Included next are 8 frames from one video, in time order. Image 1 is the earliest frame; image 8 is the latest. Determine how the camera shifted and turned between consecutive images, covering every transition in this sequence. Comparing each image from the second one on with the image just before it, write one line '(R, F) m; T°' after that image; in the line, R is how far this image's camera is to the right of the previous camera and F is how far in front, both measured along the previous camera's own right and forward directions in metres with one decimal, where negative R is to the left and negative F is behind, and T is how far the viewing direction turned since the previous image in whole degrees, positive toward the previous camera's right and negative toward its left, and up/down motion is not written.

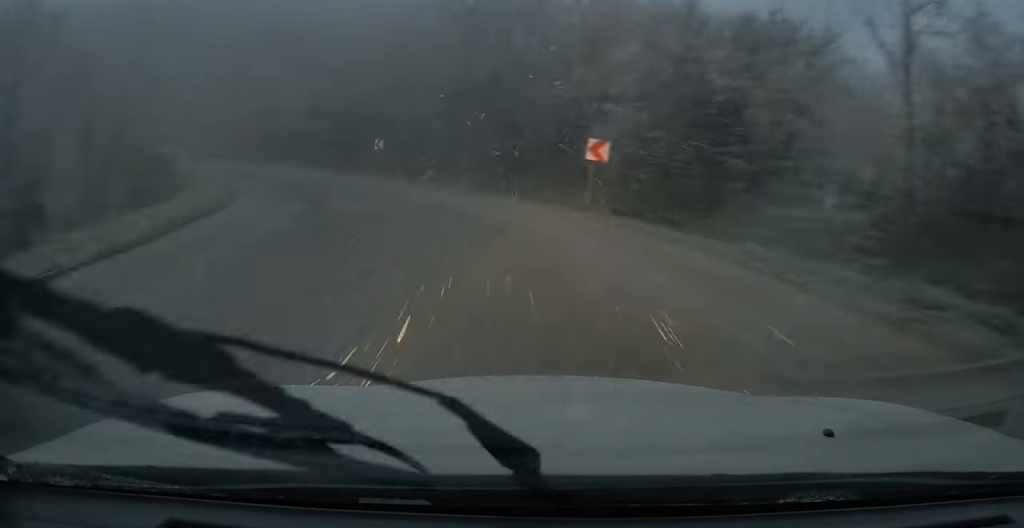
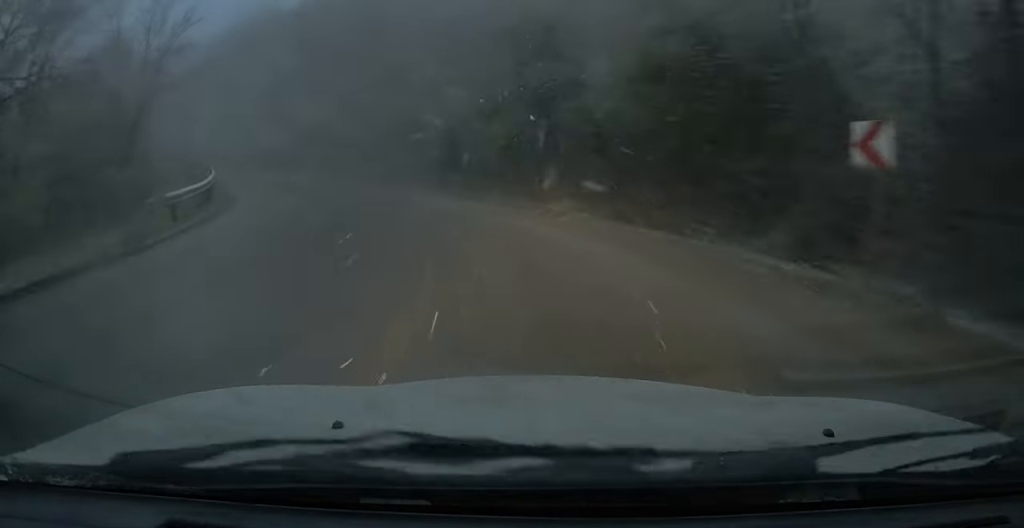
(-10.2, +26.4) m; -37°
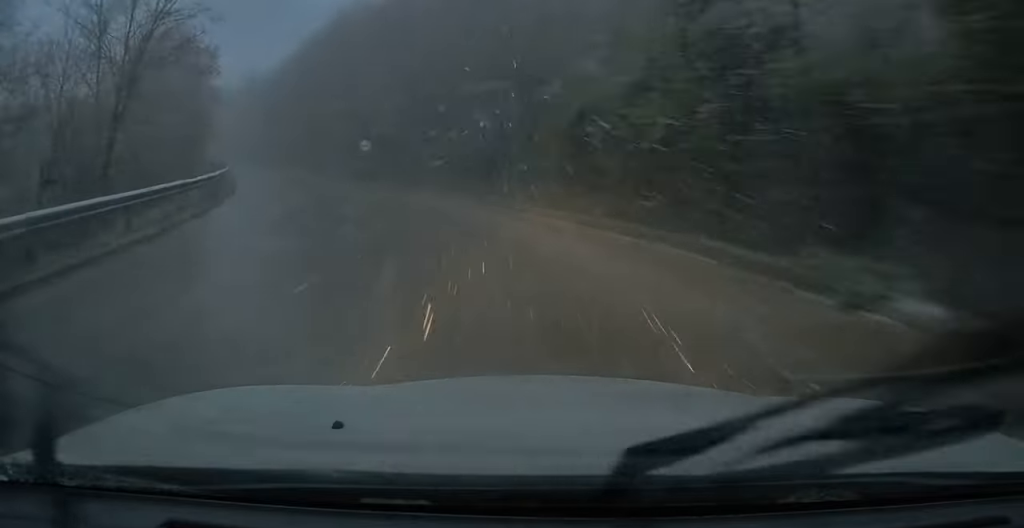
(-1.0, +10.6) m; -9°
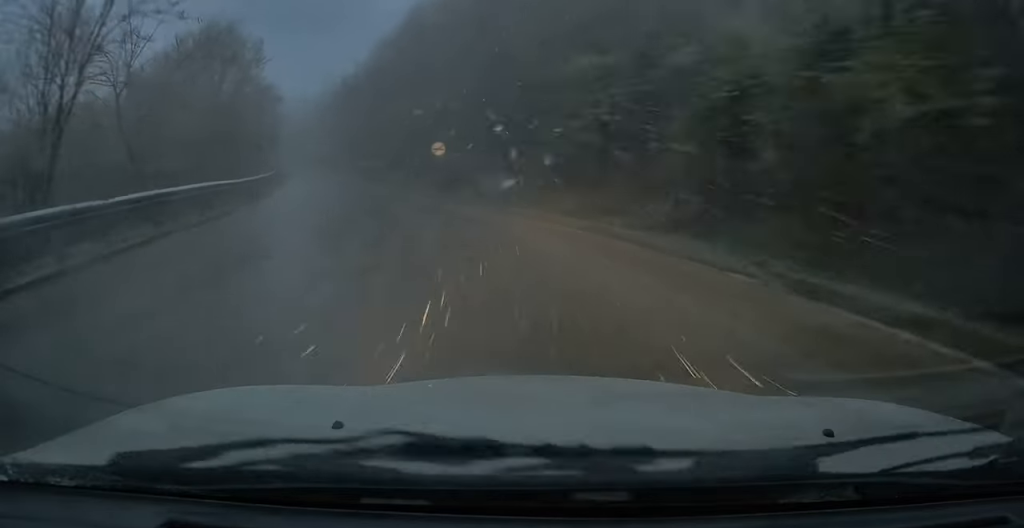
(-0.3, +7.5) m; -6°
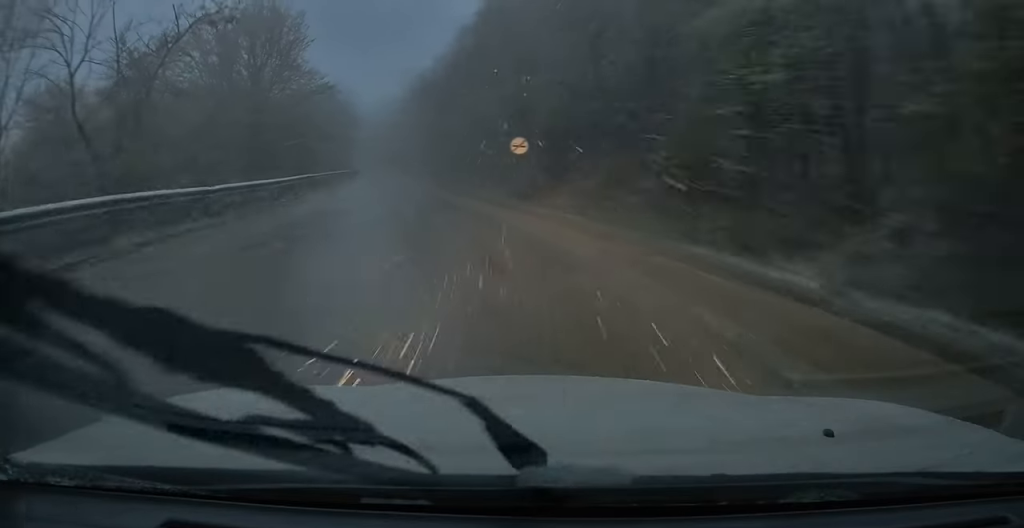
(-0.3, +7.5) m; -5°
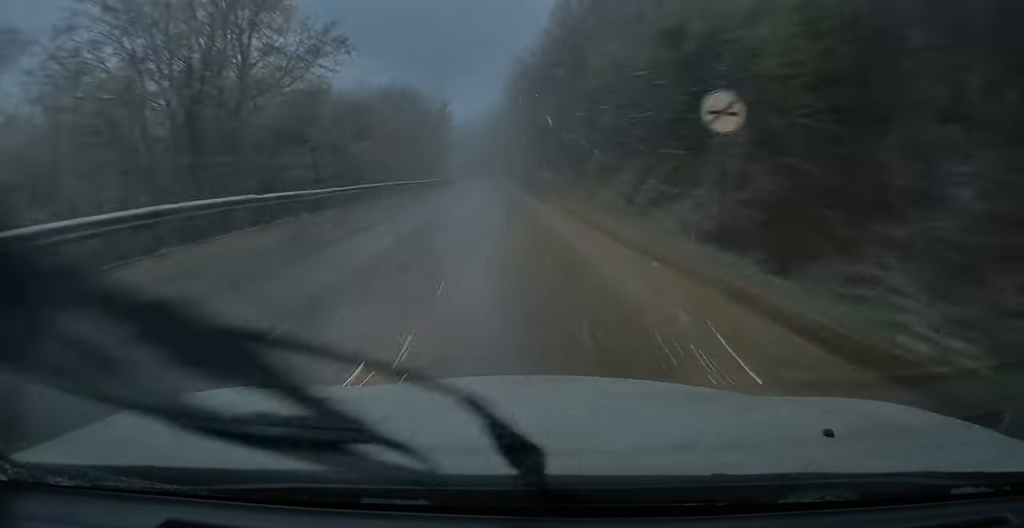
(-1.4, +16.5) m; -6°
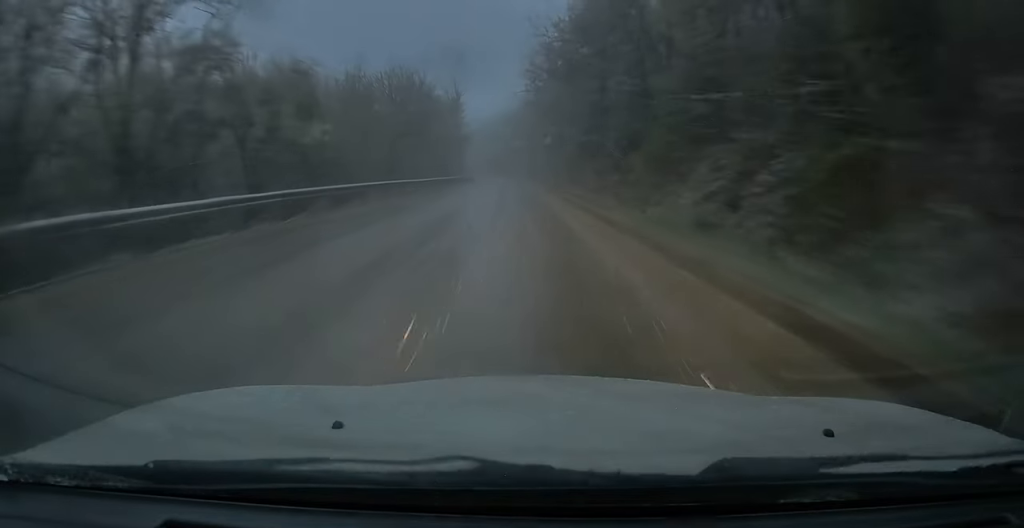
(0.0, +9.1) m; -2°
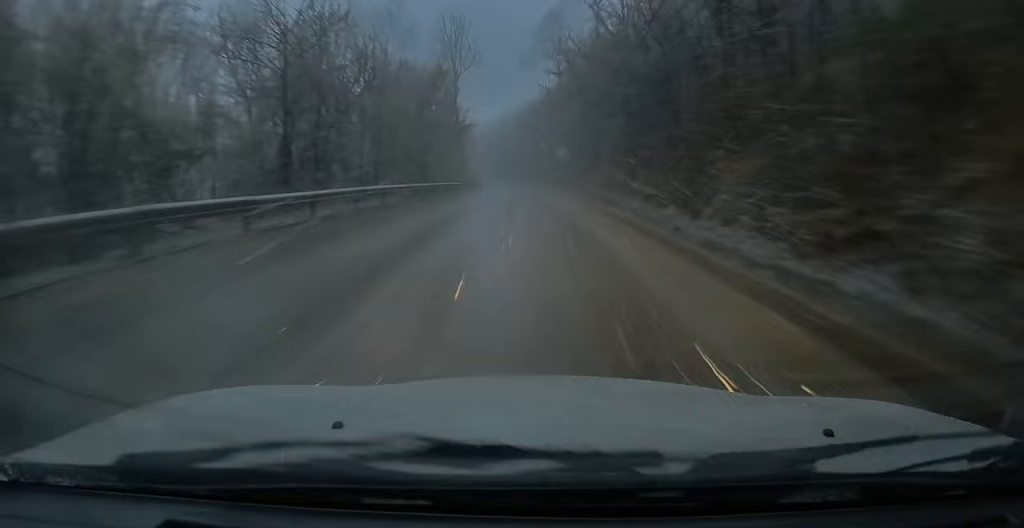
(-0.5, +22.8) m; 0°
